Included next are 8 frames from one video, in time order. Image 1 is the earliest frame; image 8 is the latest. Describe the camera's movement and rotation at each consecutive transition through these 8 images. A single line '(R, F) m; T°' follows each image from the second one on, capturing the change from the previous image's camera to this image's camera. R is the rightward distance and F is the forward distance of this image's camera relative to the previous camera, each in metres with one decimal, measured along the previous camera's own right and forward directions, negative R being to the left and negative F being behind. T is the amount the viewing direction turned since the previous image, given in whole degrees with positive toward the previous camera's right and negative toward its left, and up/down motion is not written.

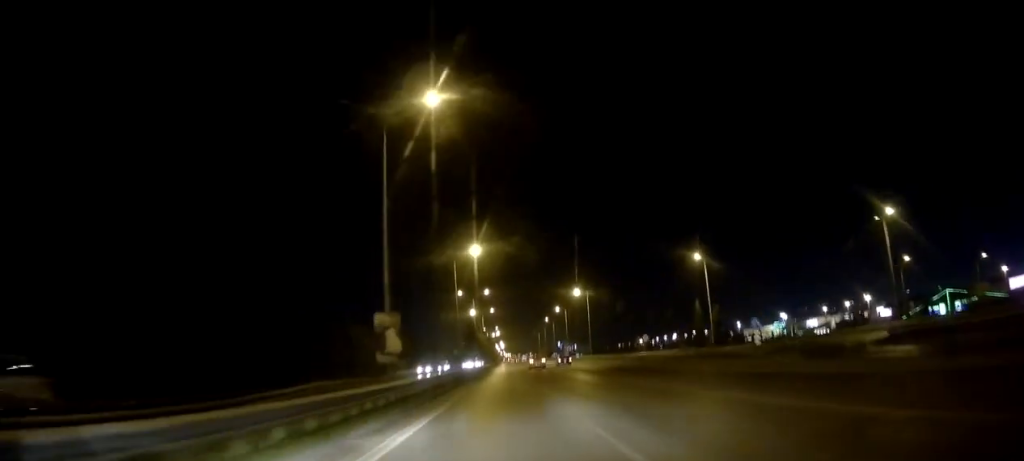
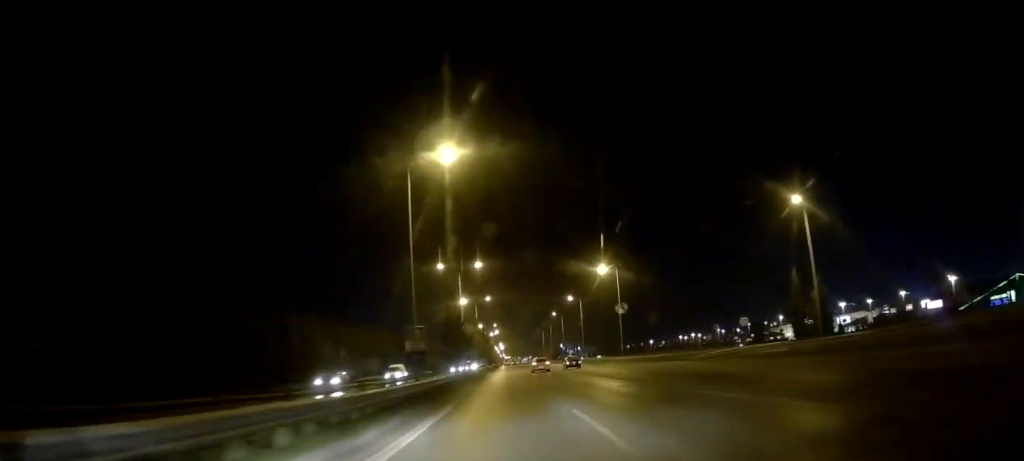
(0.0, +28.3) m; 0°
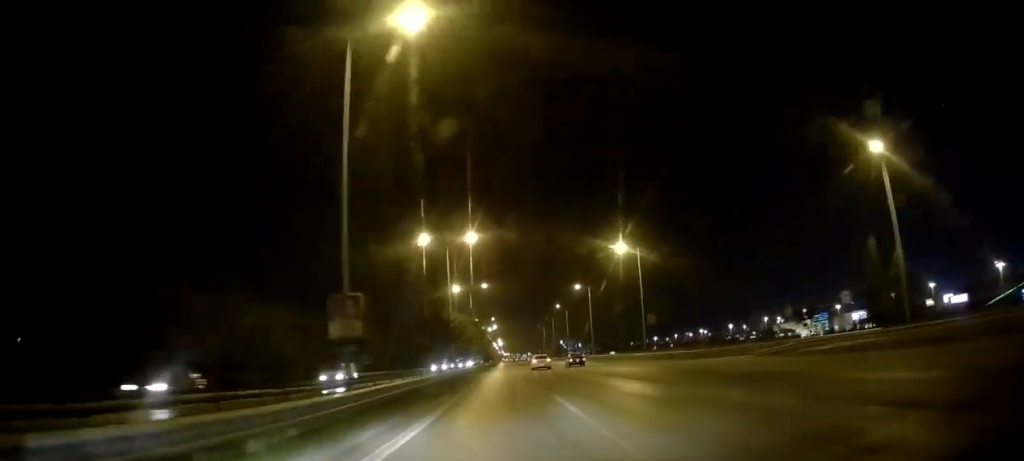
(+0.3, +12.9) m; 0°
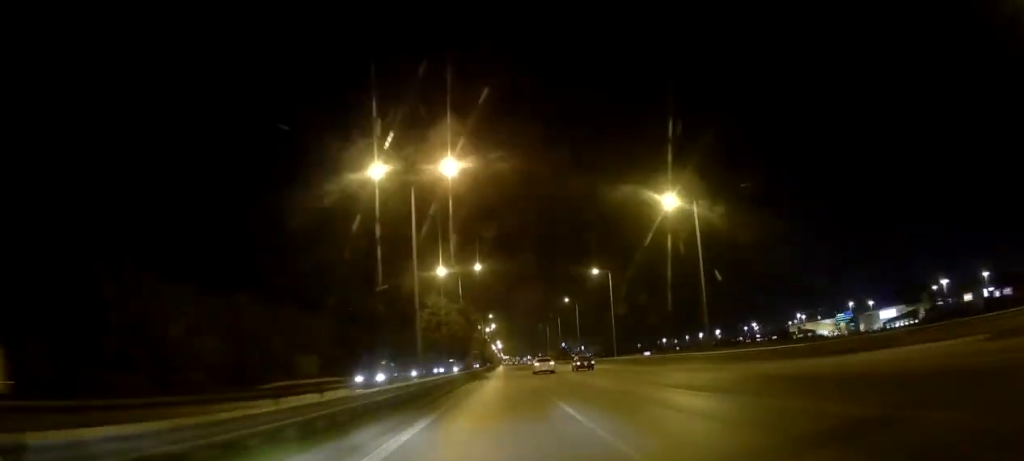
(0.0, +20.1) m; 0°
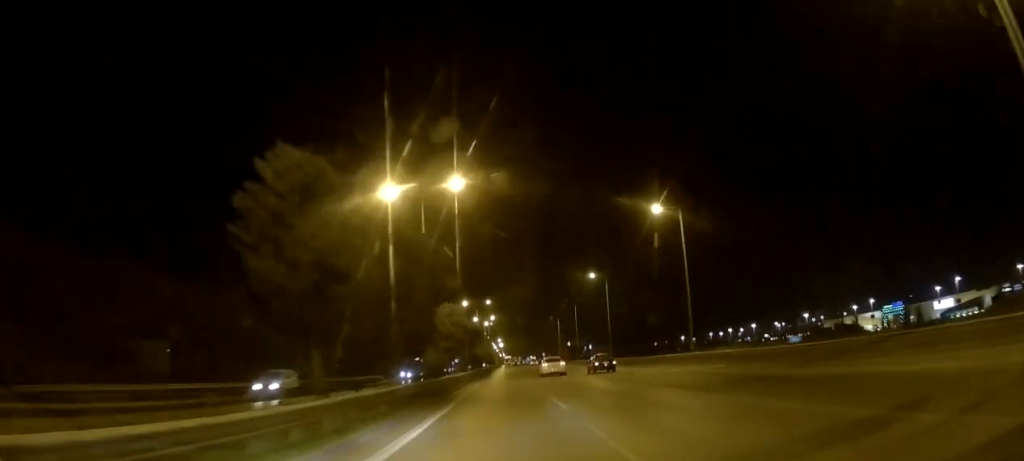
(-0.2, +31.9) m; 0°
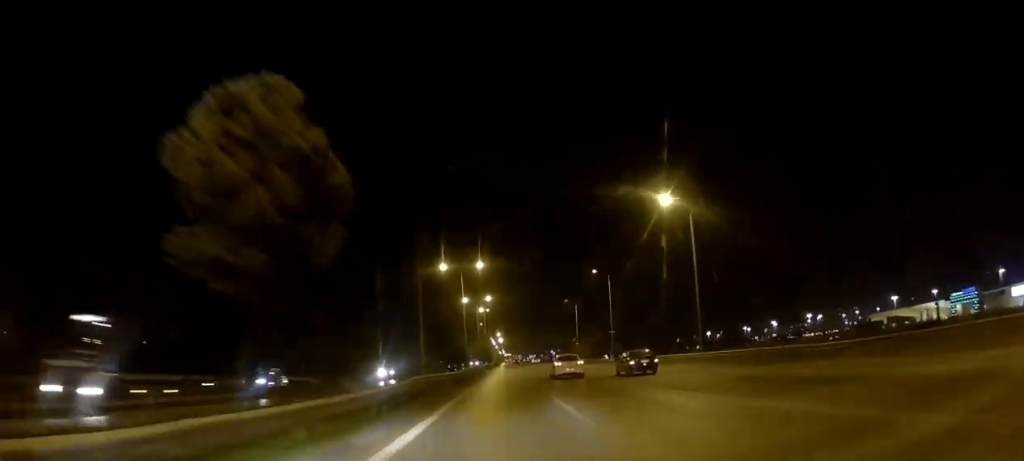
(+0.2, +38.3) m; 0°
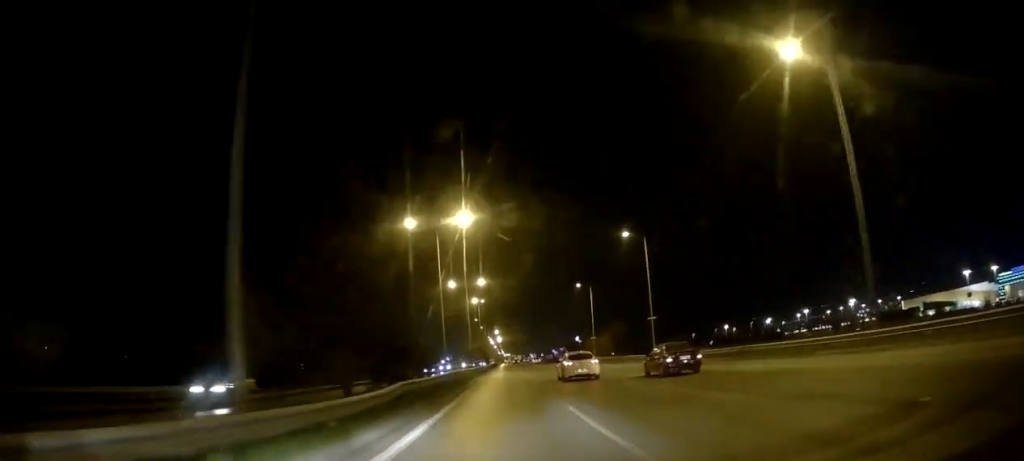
(-0.1, +22.3) m; 0°
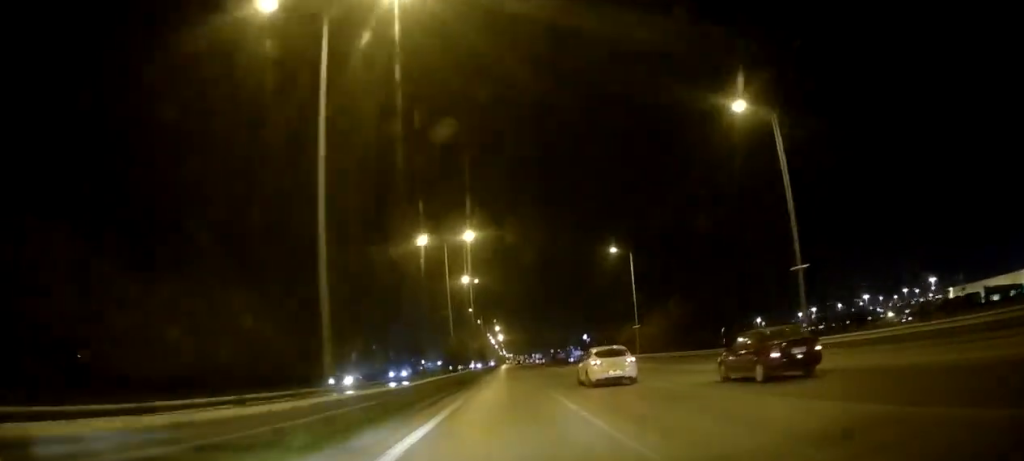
(0.0, +29.8) m; 0°
